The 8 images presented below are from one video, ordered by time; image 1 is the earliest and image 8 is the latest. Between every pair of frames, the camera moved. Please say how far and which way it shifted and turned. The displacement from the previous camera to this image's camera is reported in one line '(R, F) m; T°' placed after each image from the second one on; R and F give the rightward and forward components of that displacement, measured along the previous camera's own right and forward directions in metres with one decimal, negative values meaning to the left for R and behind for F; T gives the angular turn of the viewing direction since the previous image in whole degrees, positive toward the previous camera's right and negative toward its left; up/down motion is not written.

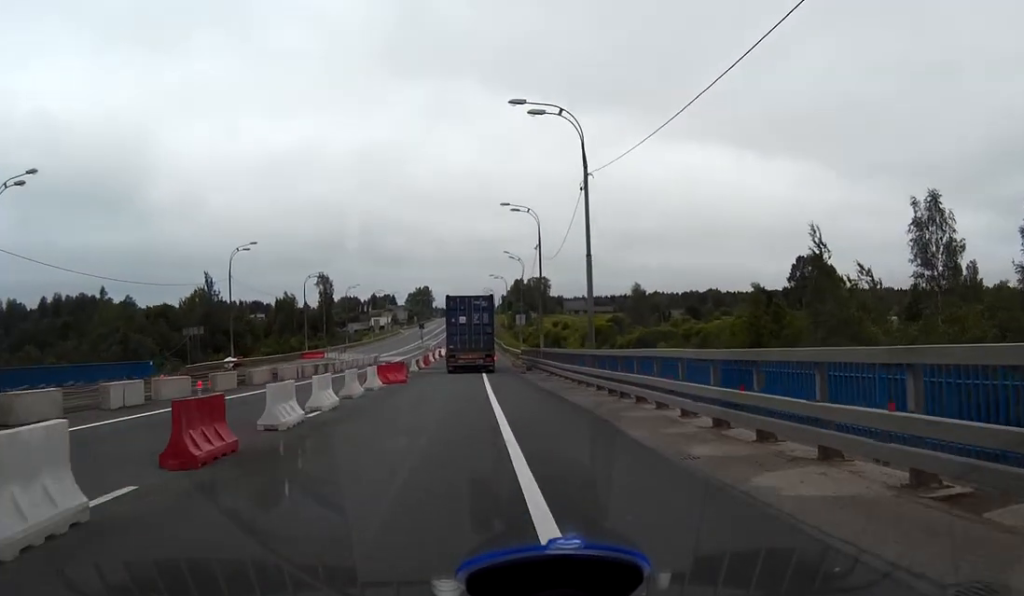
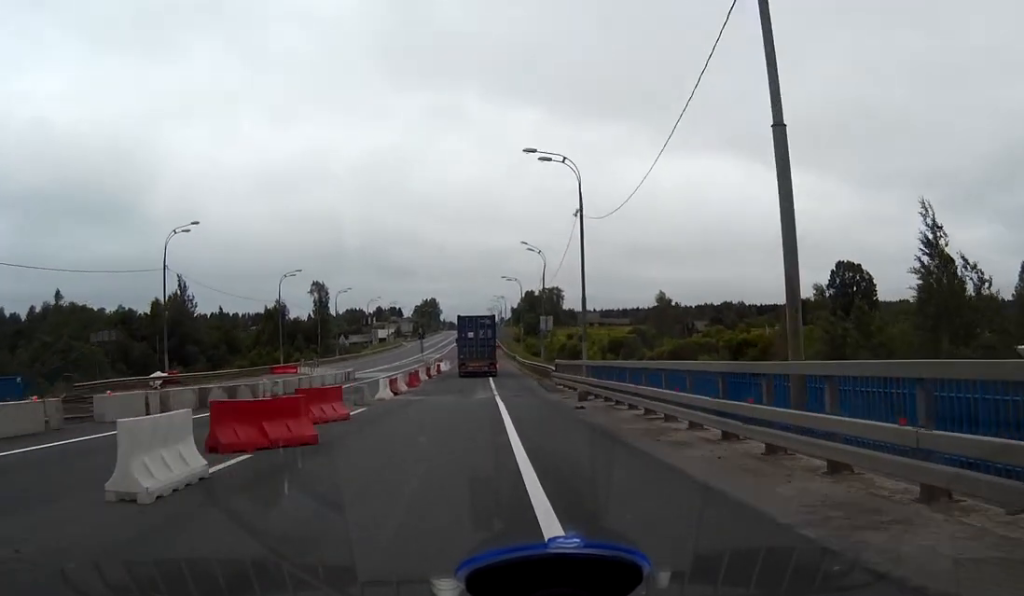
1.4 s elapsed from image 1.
(0.0, +19.2) m; 0°
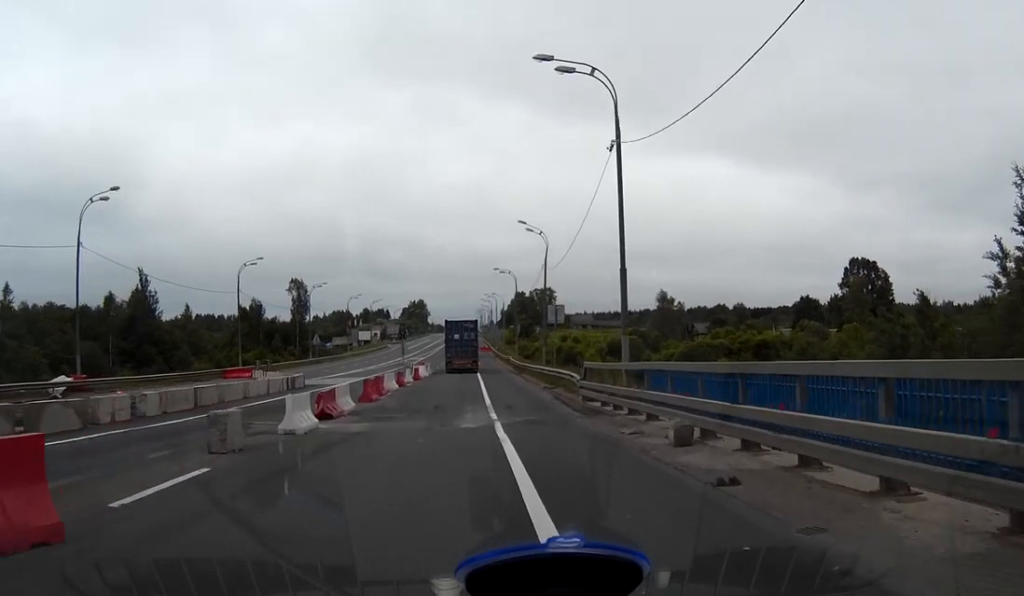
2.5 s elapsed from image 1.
(0.0, +13.0) m; 0°
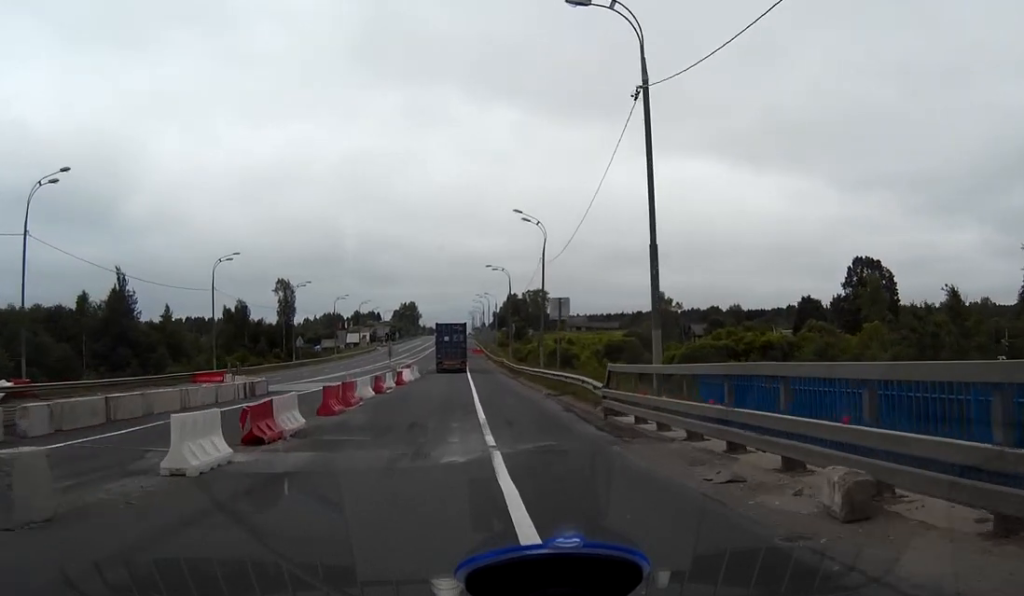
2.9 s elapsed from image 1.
(-0.1, +5.9) m; +1°
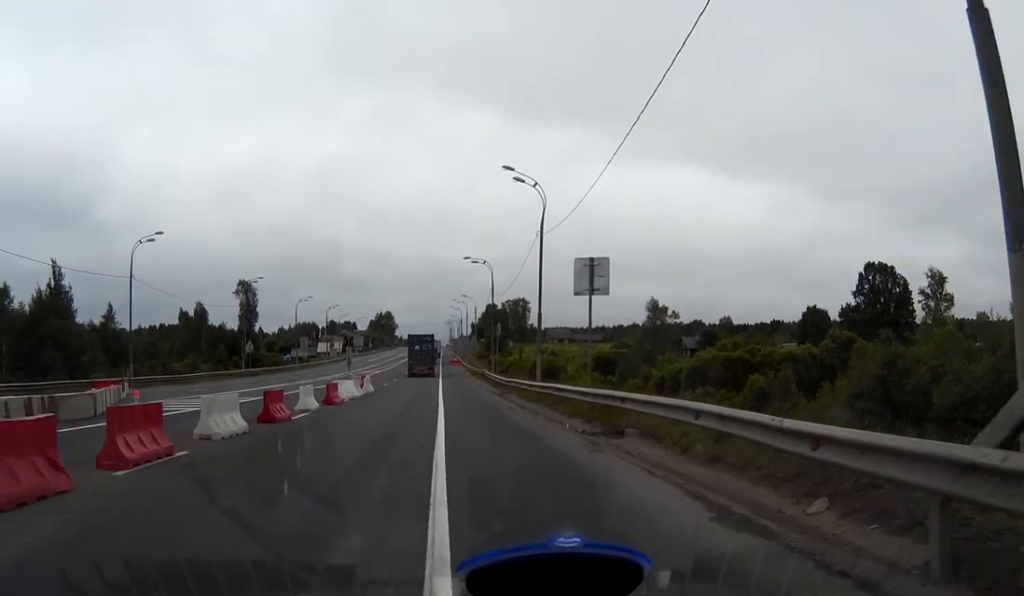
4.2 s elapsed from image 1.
(+0.3, +15.2) m; +1°
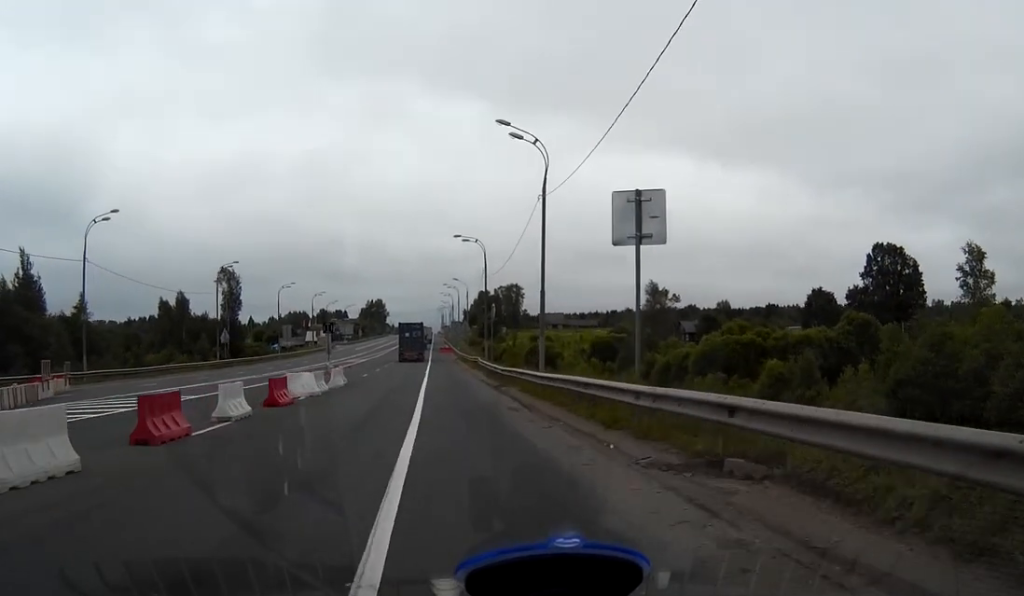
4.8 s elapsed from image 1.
(-0.1, +6.7) m; 0°
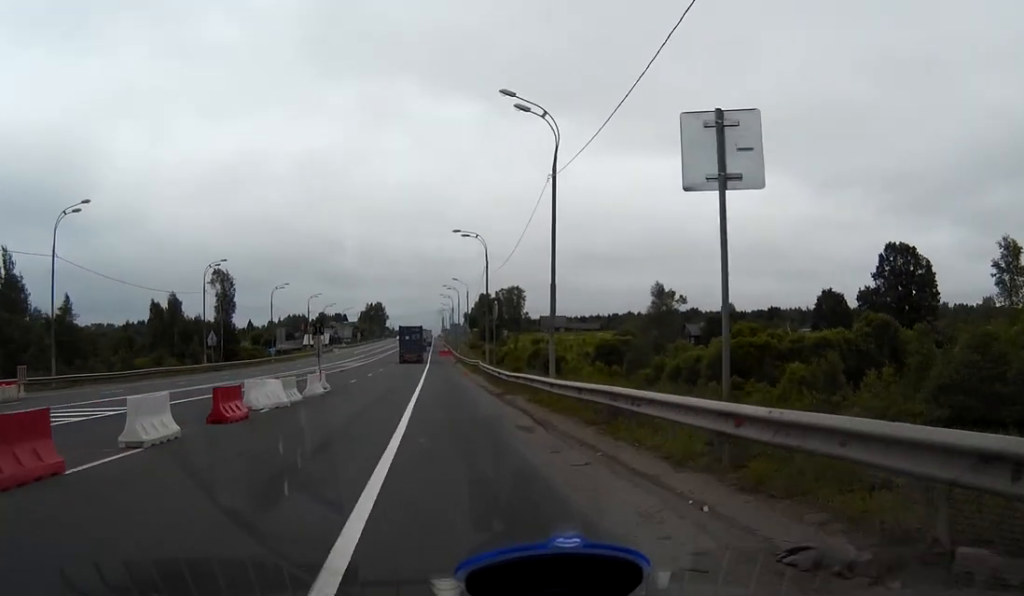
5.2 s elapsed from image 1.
(-0.1, +4.8) m; 0°
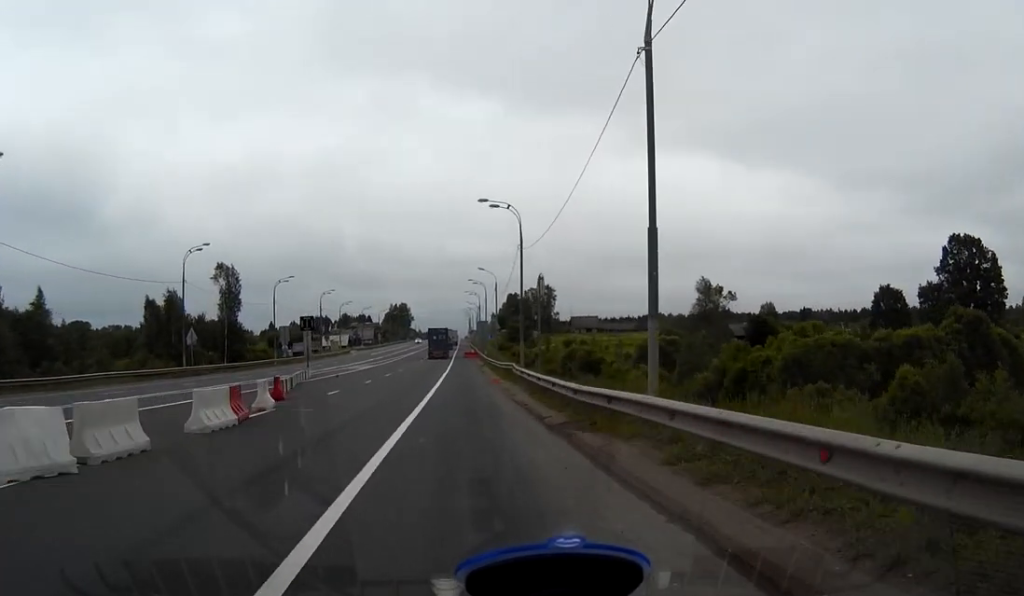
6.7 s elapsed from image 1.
(+0.2, +13.3) m; 0°
